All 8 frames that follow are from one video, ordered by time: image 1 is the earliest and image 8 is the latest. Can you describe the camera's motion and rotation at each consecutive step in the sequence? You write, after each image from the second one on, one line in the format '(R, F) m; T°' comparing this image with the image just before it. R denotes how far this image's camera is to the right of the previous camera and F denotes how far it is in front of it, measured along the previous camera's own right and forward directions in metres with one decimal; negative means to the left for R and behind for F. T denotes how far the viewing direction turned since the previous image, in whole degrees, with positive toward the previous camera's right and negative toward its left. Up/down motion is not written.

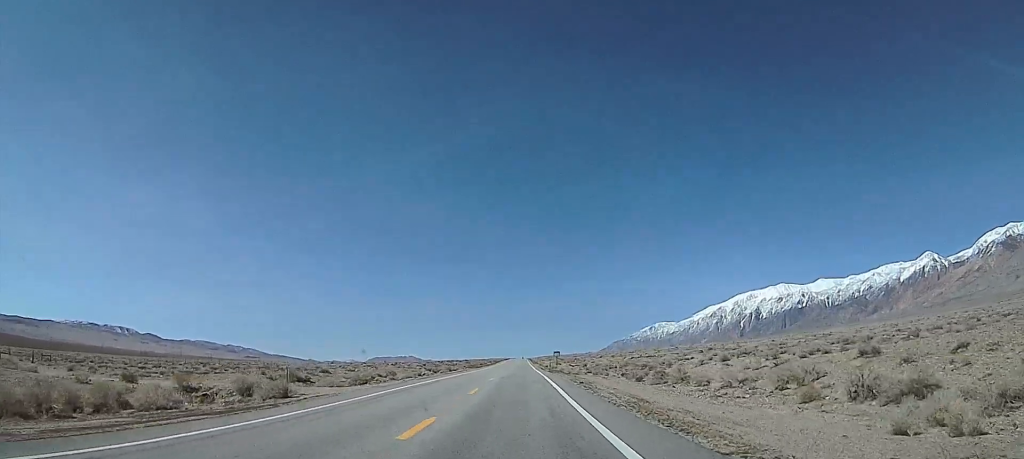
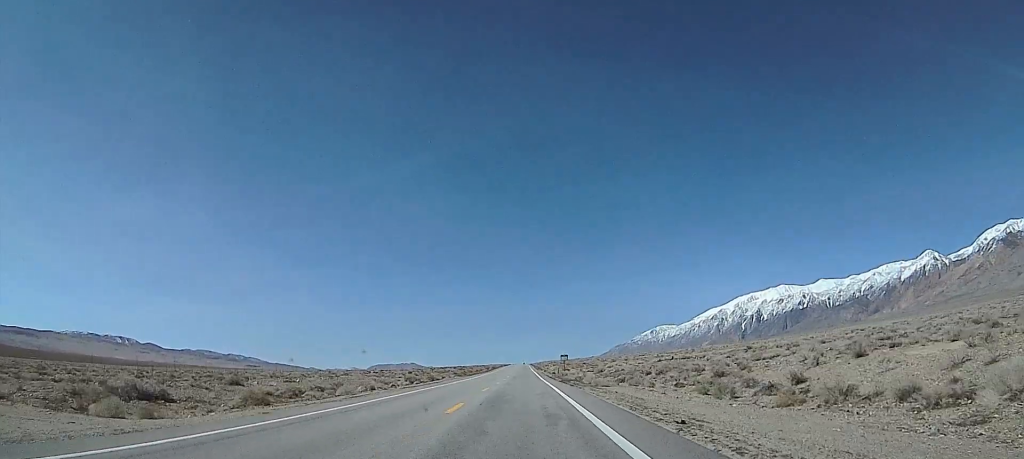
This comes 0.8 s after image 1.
(0.0, +22.6) m; 0°
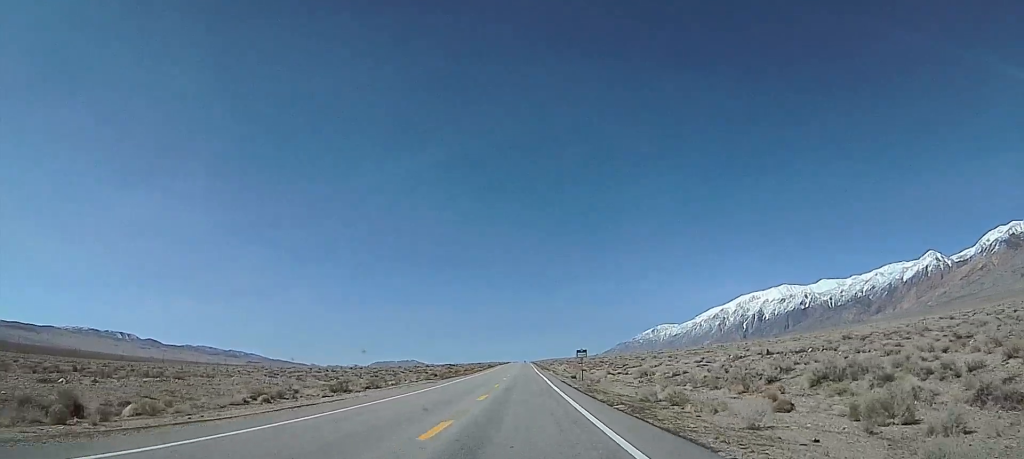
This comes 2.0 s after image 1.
(0.0, +34.9) m; 0°
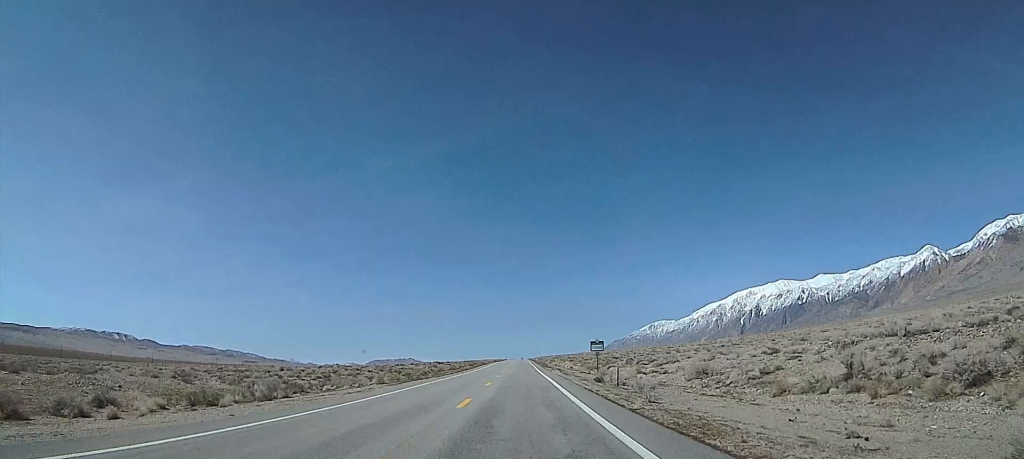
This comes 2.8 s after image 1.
(0.0, +21.7) m; 0°
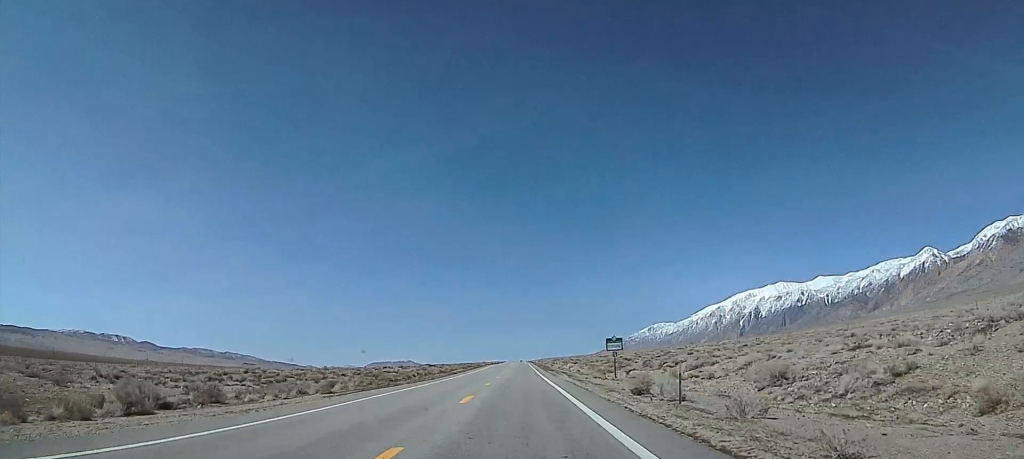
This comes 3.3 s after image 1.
(0.0, +13.2) m; 0°
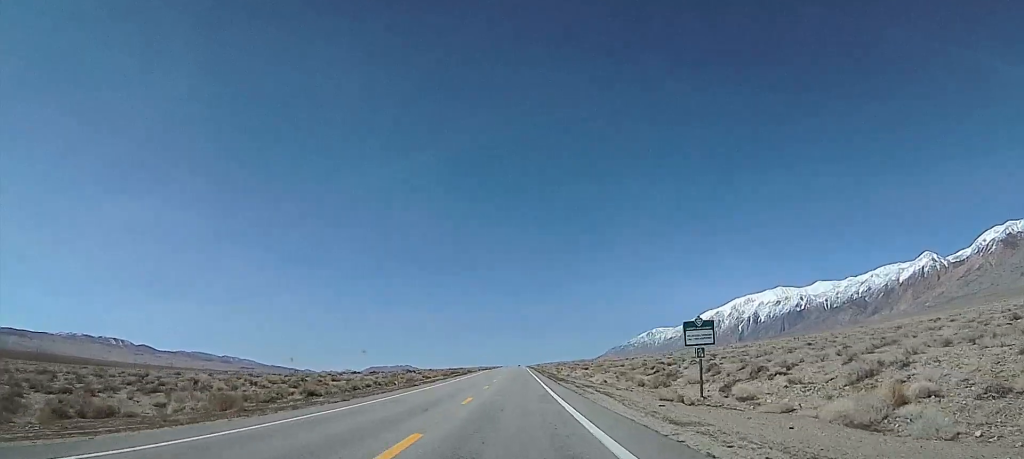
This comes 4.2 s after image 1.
(0.0, +26.4) m; 0°
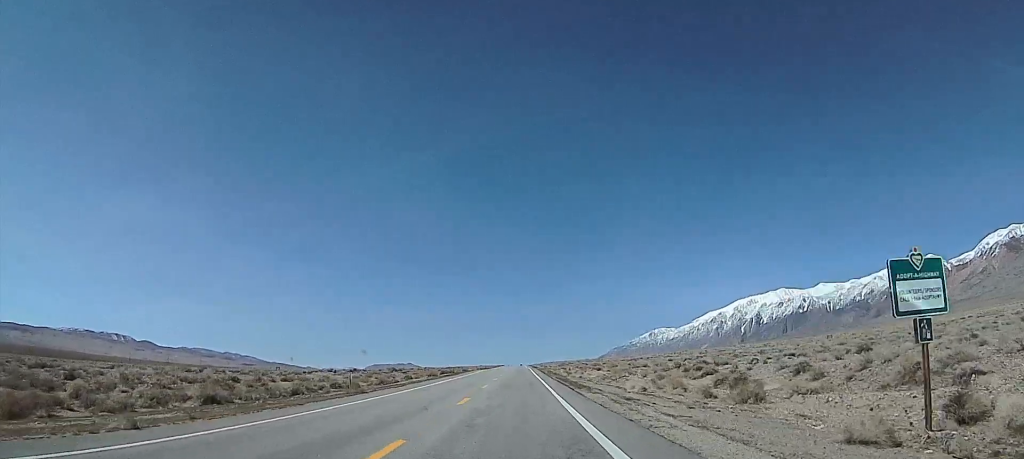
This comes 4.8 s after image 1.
(0.0, +16.0) m; 0°
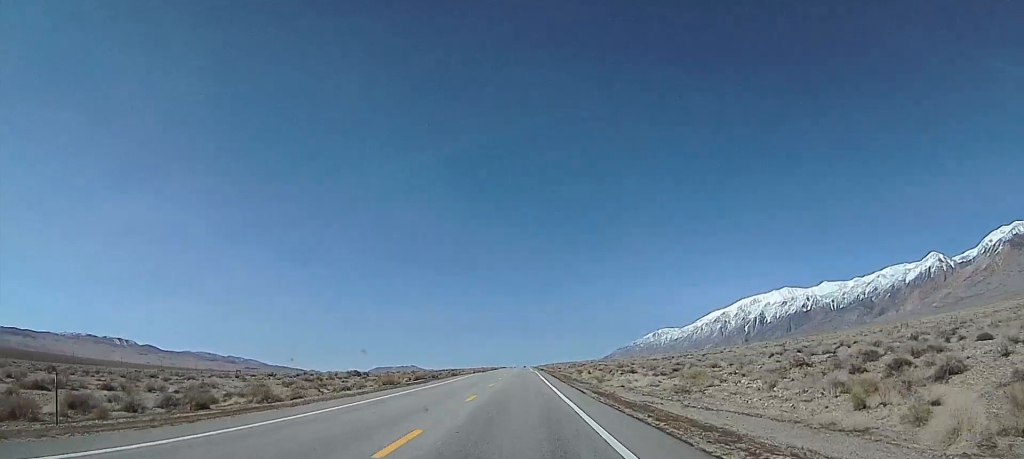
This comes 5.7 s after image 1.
(-0.1, +27.0) m; 0°
